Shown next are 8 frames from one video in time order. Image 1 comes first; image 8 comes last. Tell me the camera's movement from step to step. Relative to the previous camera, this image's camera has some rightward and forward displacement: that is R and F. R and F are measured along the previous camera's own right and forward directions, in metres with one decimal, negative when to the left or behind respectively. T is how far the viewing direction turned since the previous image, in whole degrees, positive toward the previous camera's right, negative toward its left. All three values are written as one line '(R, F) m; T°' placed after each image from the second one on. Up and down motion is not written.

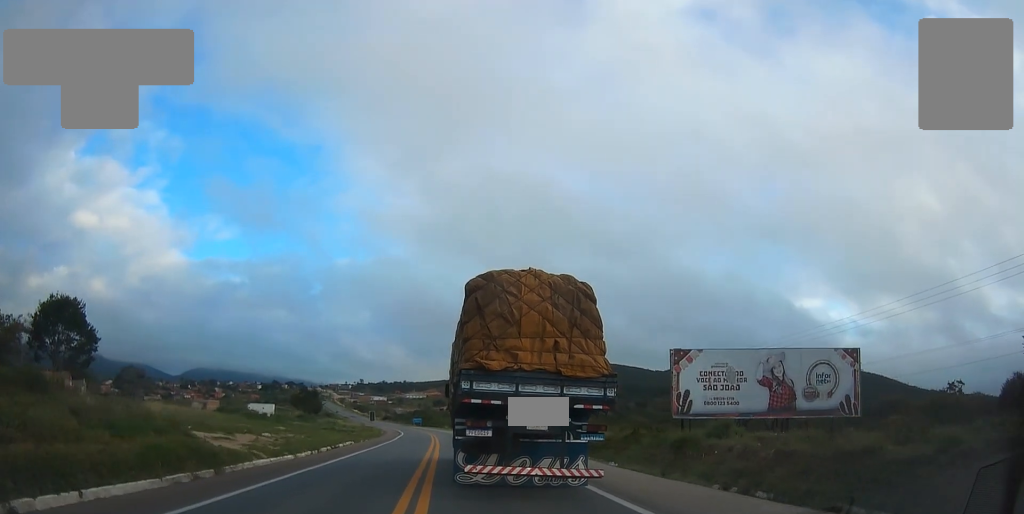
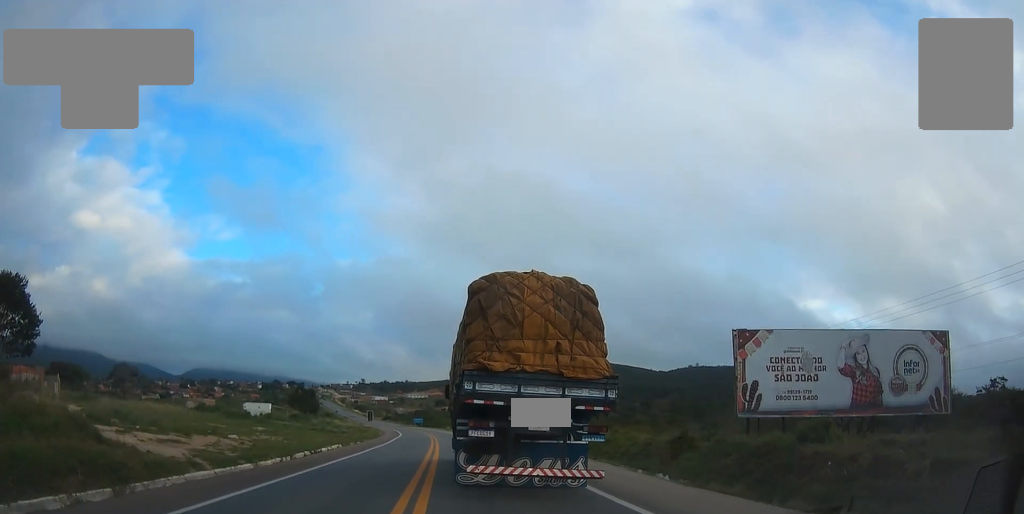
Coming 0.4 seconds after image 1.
(-0.1, +5.8) m; -1°
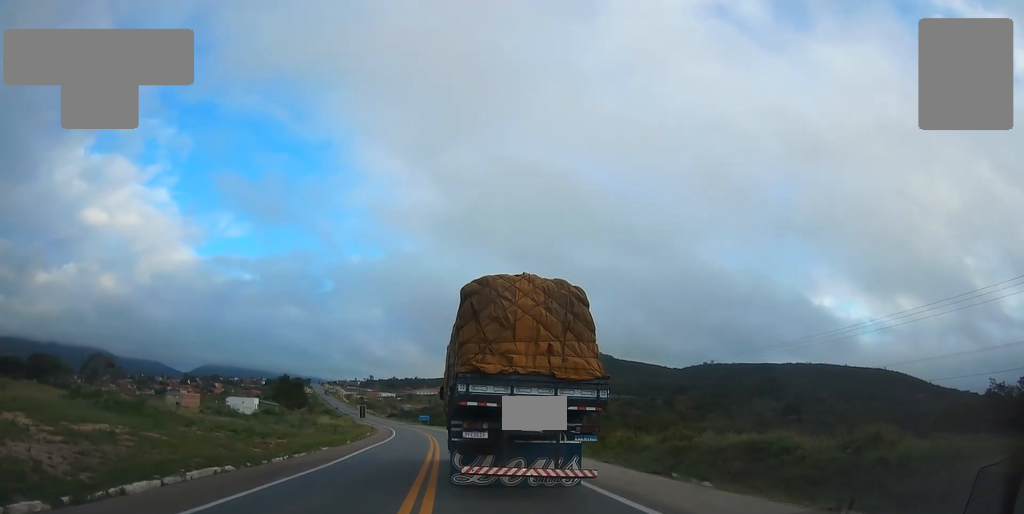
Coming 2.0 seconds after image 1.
(-0.4, +21.4) m; 0°
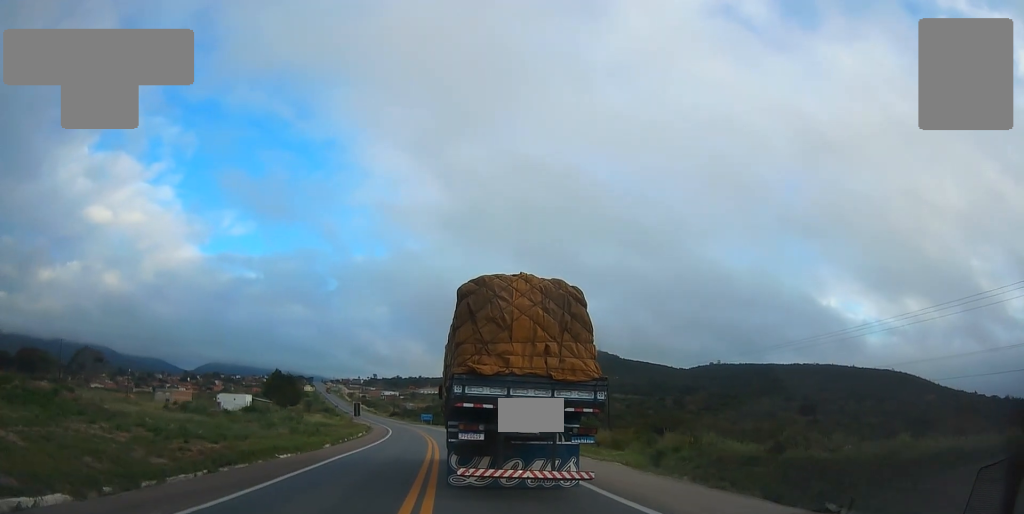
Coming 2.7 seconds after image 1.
(+0.2, +9.3) m; 0°
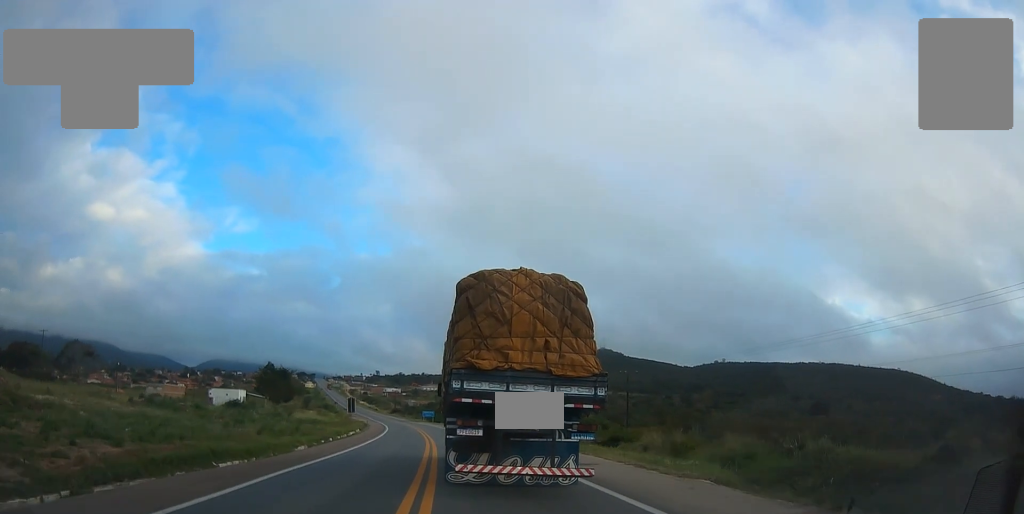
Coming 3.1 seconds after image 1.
(+0.1, +7.0) m; 0°
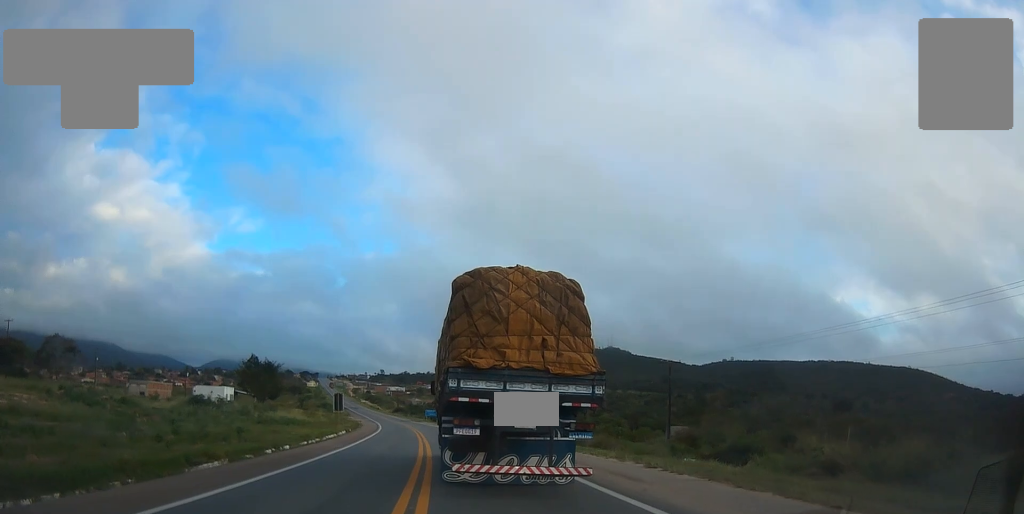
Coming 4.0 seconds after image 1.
(-0.2, +12.2) m; -1°
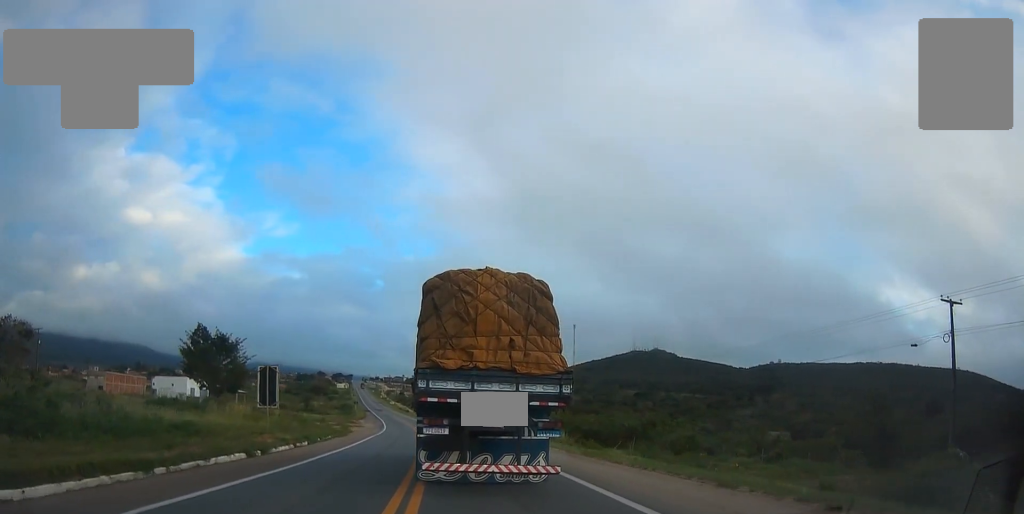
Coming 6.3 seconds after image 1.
(-0.3, +34.7) m; -1°
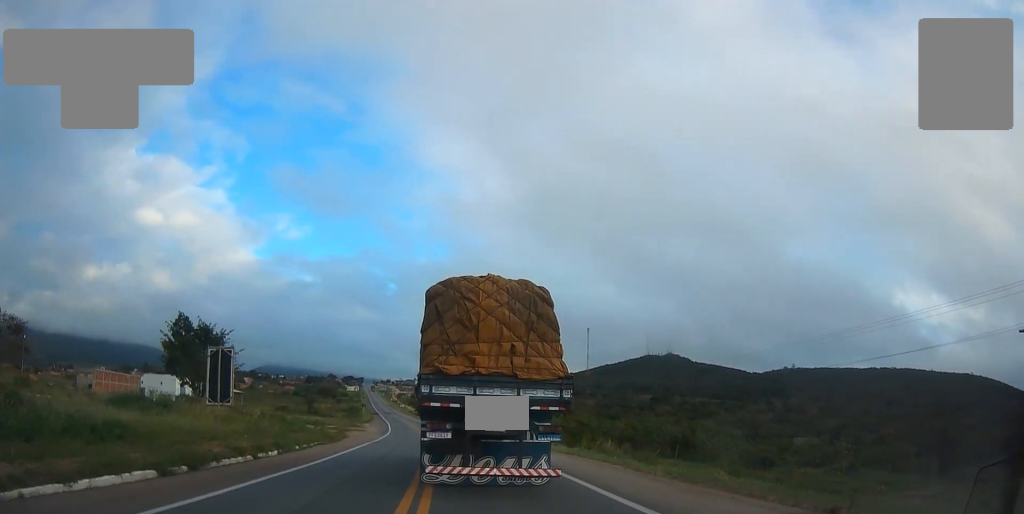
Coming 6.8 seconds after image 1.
(+0.1, +7.9) m; -1°
